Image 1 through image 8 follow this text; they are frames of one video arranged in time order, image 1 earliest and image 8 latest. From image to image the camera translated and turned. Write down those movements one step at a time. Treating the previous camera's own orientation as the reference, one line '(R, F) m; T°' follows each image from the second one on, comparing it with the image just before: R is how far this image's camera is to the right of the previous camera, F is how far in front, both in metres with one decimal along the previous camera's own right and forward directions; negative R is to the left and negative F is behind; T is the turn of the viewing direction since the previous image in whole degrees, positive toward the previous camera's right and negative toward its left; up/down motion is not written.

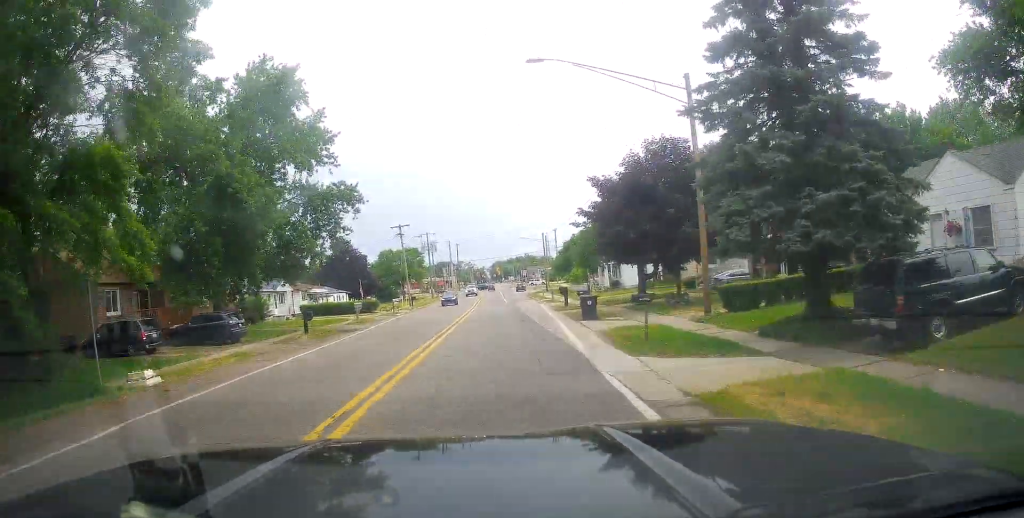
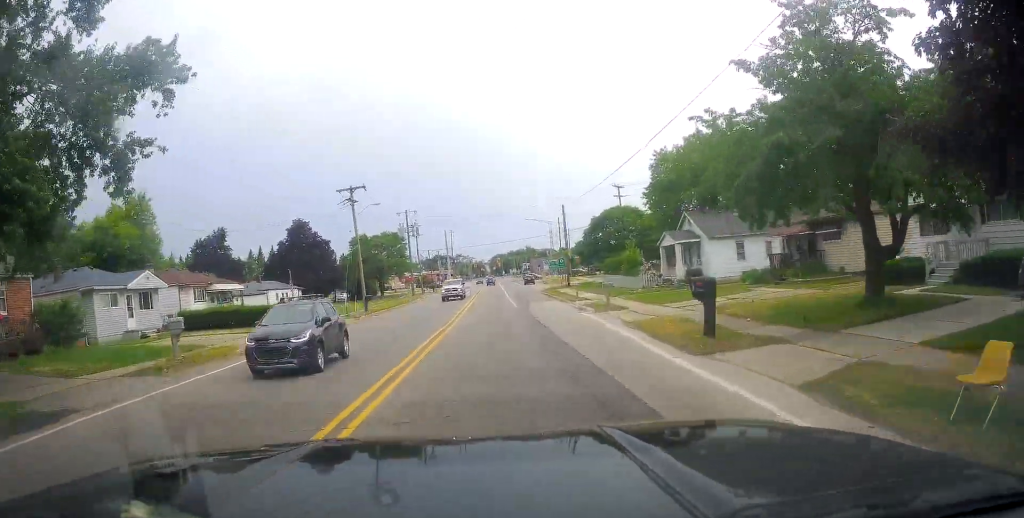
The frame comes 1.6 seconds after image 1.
(+0.6, +25.4) m; -1°
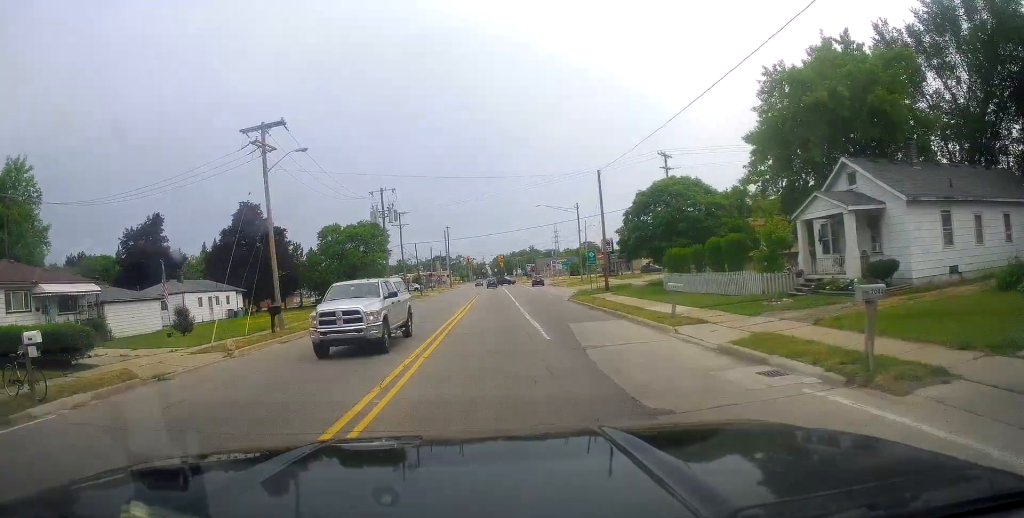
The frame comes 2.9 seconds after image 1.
(-0.9, +19.8) m; -1°
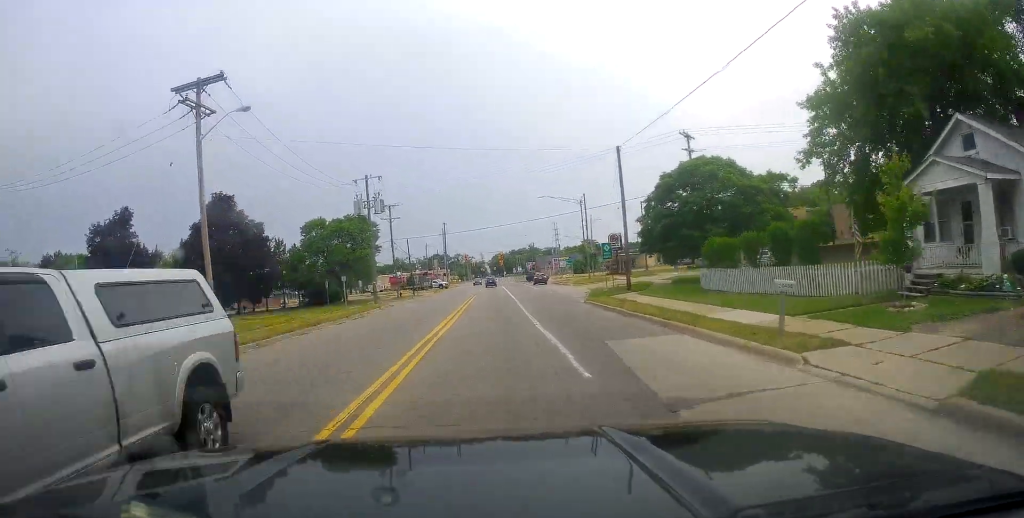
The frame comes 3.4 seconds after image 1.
(+0.3, +7.0) m; +1°
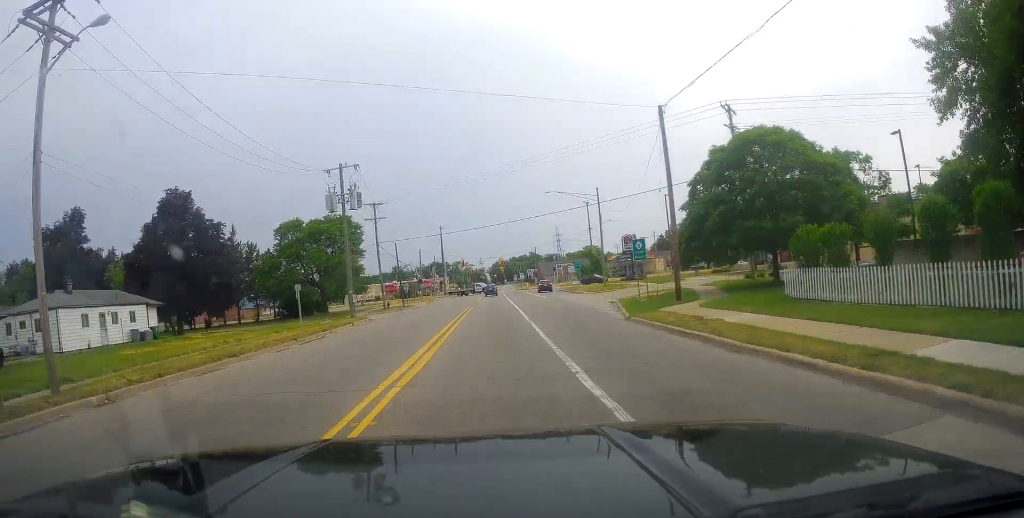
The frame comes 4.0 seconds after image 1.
(+0.3, +9.4) m; +1°
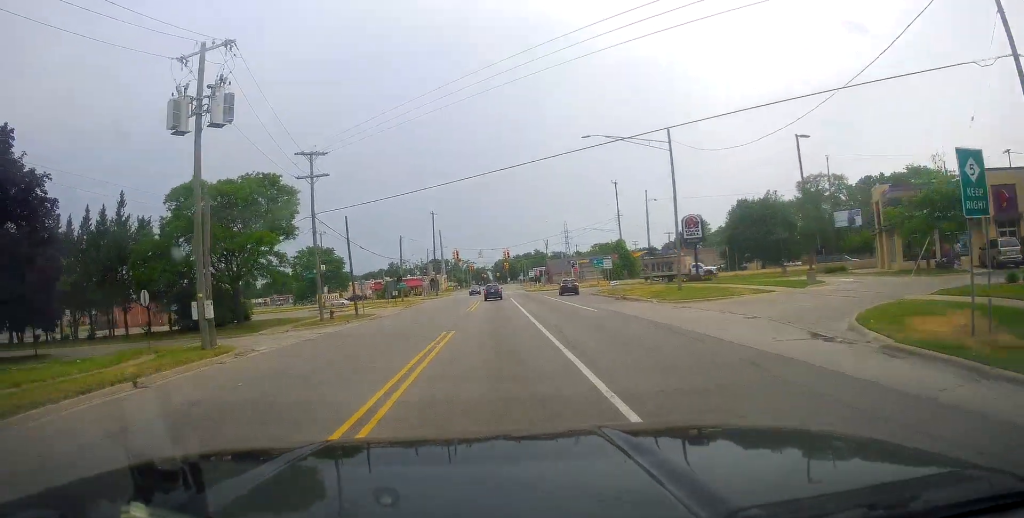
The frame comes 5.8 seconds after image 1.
(-1.2, +25.2) m; -3°
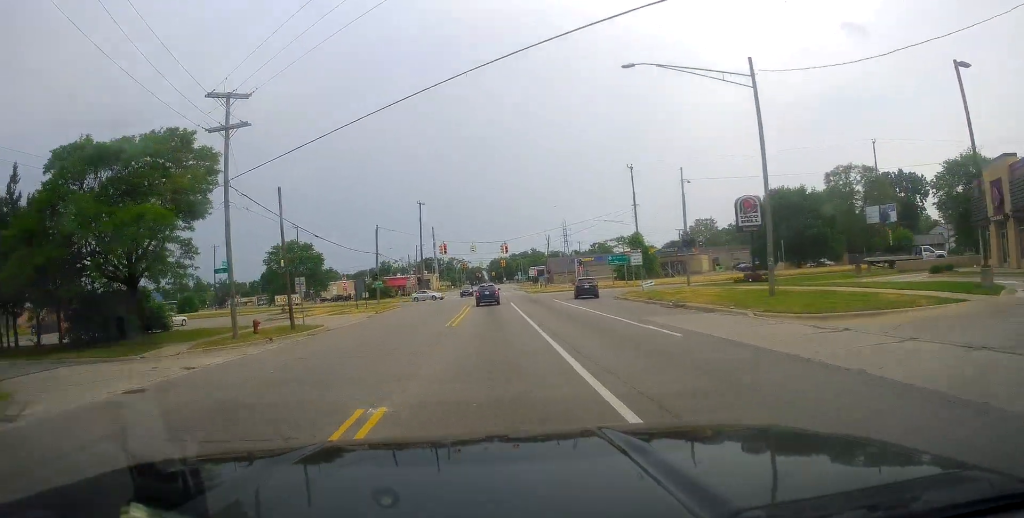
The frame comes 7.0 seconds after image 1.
(+0.6, +14.8) m; +3°
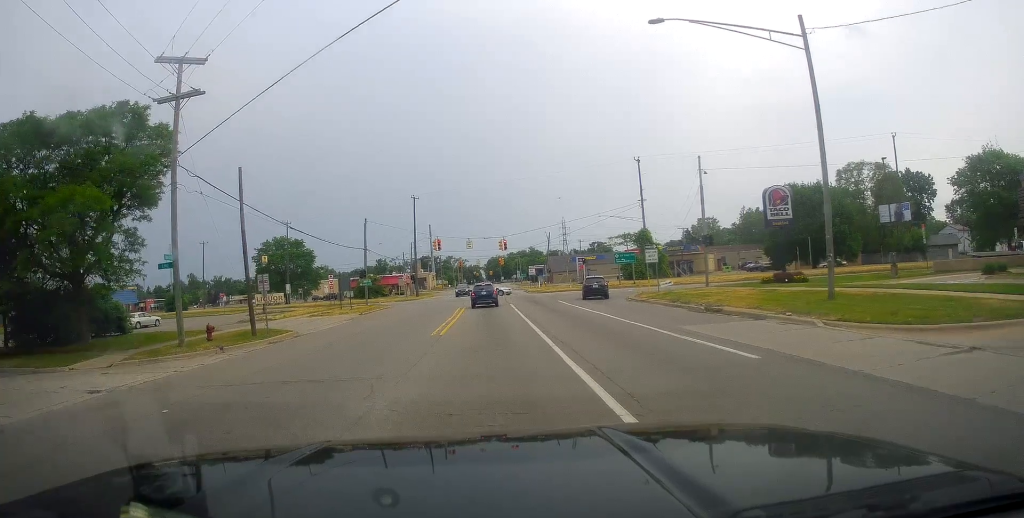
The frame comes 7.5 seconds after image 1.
(0.0, +5.3) m; -1°
